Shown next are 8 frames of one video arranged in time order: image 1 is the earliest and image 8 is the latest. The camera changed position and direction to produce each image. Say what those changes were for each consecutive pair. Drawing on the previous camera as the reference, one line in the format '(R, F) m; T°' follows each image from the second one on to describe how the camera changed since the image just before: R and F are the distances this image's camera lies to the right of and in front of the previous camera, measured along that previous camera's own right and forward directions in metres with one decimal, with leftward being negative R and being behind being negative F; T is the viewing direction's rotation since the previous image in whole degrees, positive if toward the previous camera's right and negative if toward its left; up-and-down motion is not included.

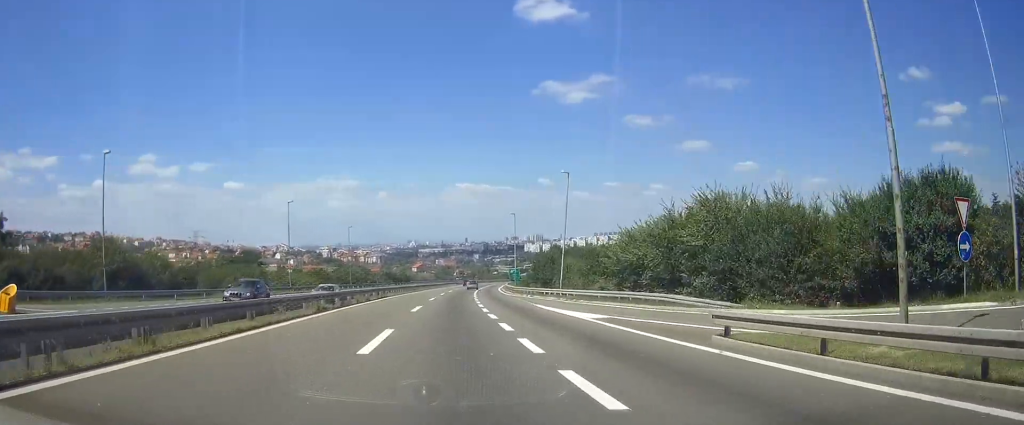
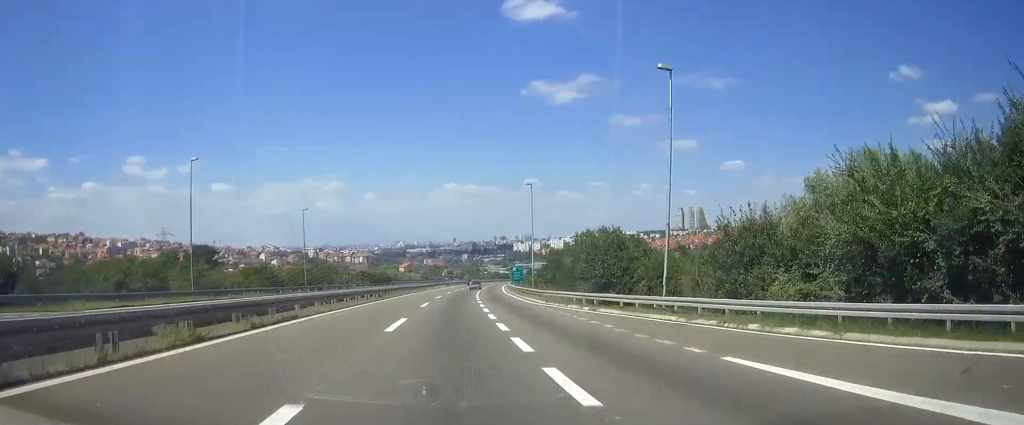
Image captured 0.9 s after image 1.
(+0.4, +29.2) m; +1°
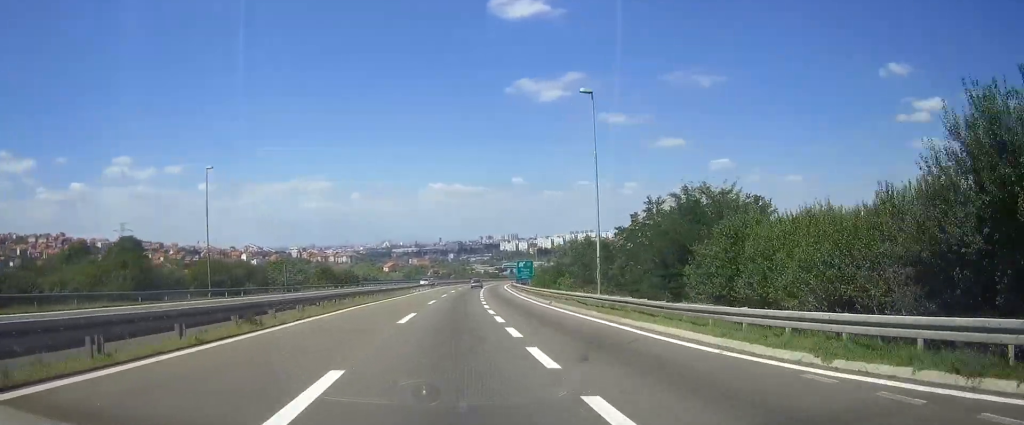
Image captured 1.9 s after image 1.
(+0.4, +32.5) m; +1°
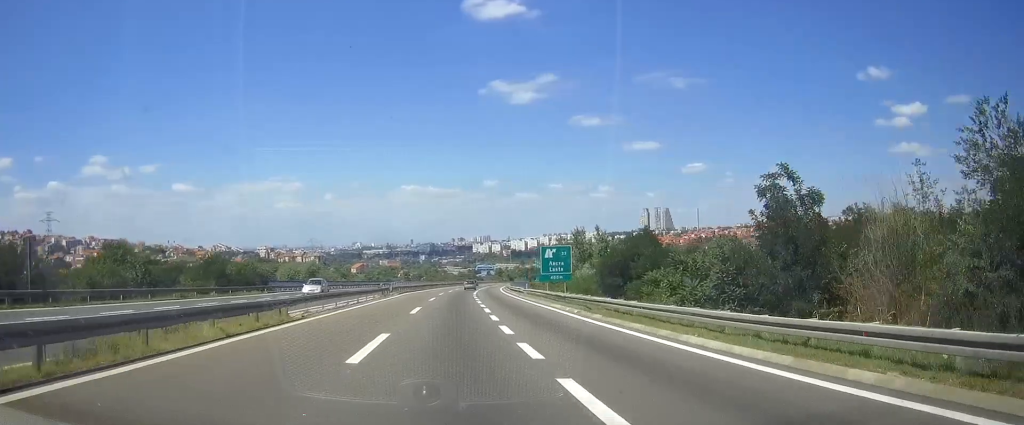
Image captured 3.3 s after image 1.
(+0.7, +45.6) m; +2°
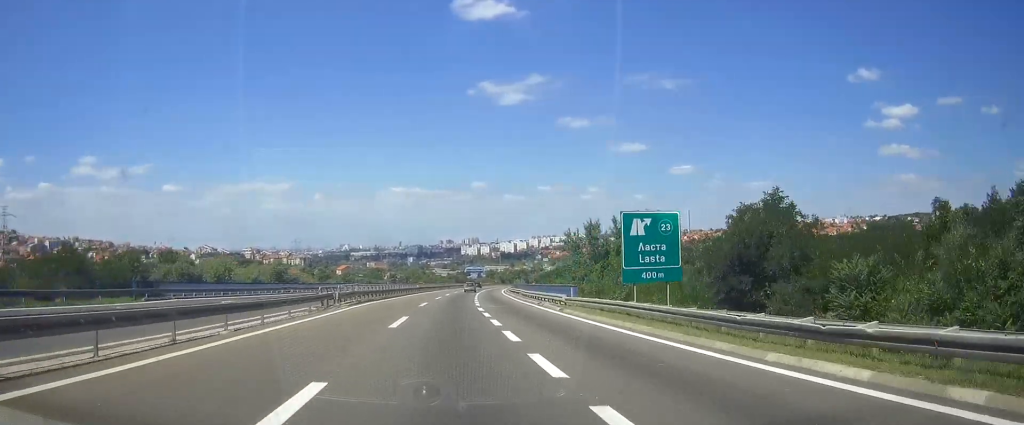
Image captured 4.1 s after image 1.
(+0.3, +26.1) m; +1°
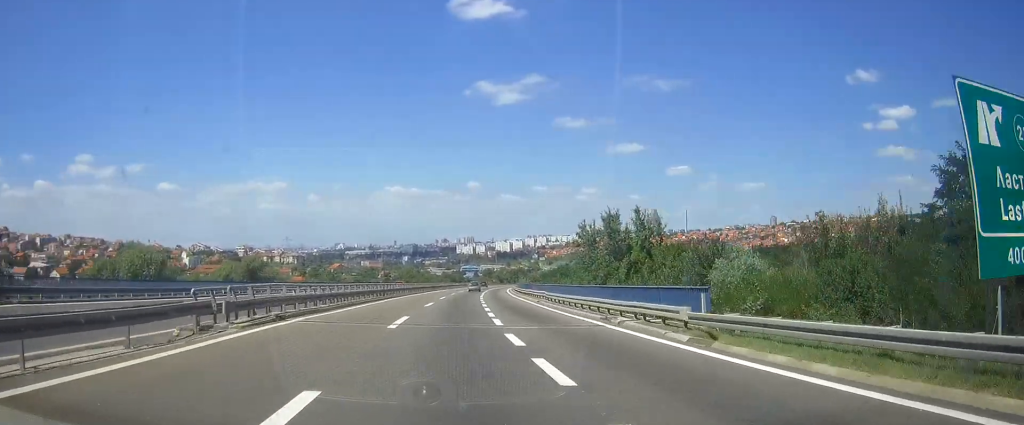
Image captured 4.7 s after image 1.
(+0.2, +18.5) m; +1°
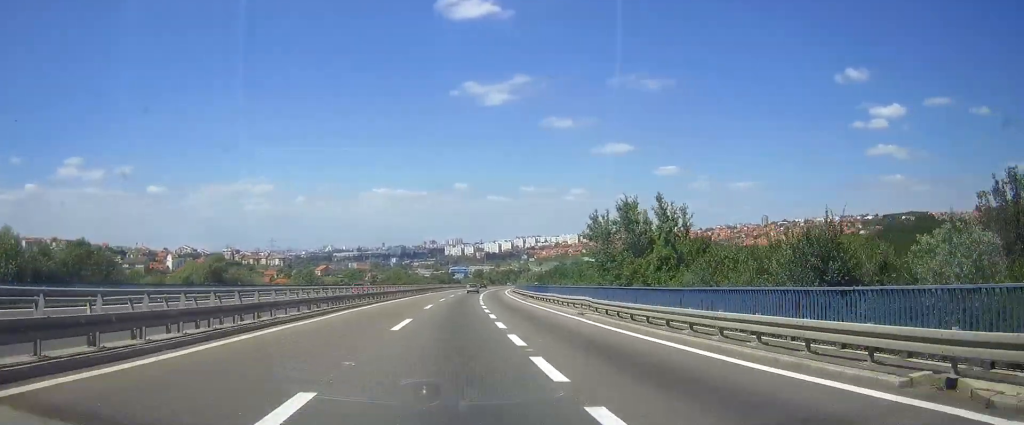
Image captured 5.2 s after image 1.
(0.0, +17.4) m; +1°
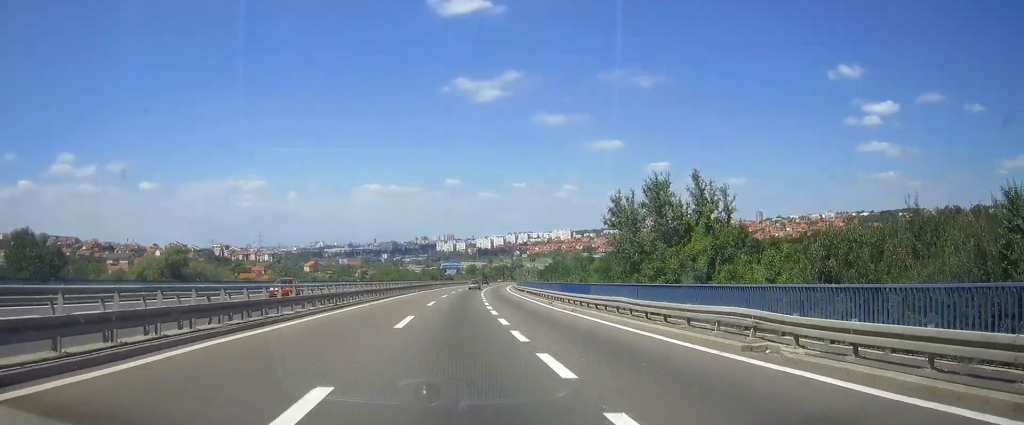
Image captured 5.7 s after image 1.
(+0.1, +17.5) m; +1°
